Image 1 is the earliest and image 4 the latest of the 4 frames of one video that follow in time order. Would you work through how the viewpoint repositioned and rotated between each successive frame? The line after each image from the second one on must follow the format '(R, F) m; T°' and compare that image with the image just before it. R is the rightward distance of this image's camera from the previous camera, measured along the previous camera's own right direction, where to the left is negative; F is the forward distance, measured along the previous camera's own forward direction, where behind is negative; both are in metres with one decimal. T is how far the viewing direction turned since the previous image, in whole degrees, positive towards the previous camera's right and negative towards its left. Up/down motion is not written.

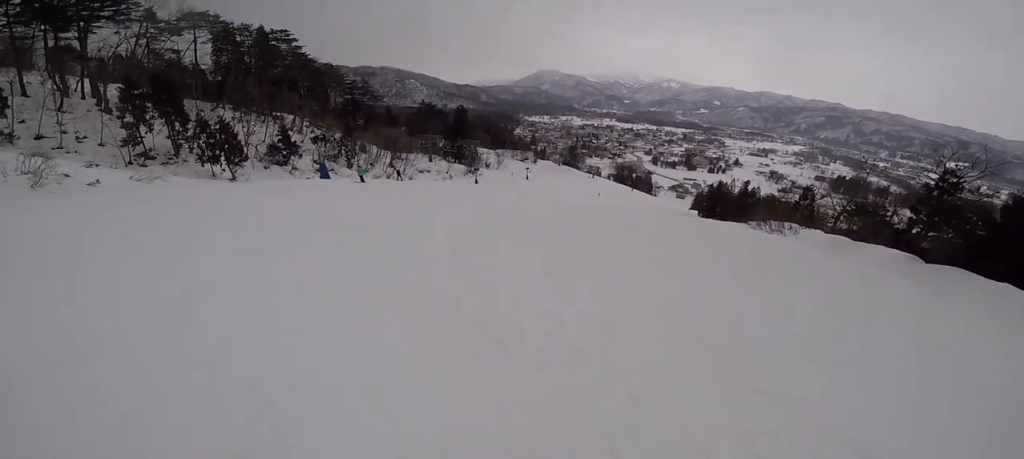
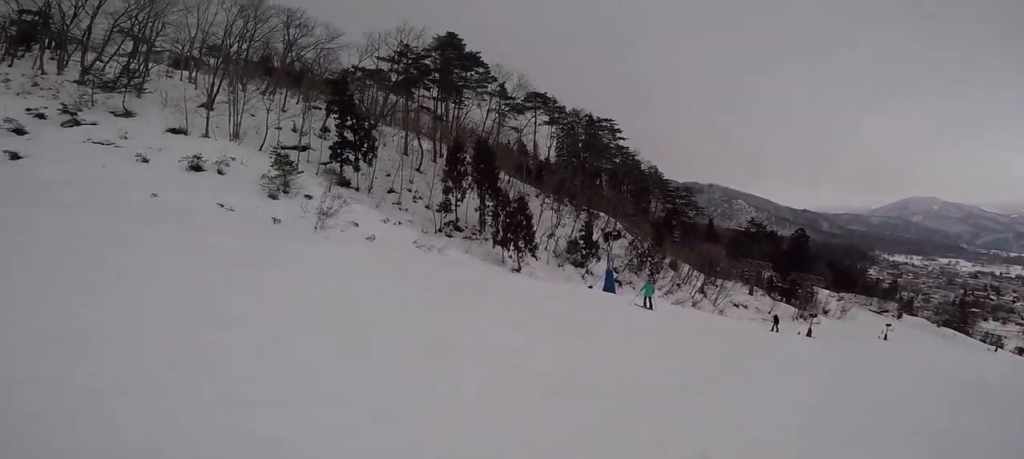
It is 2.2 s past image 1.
(-2.9, +9.3) m; -29°
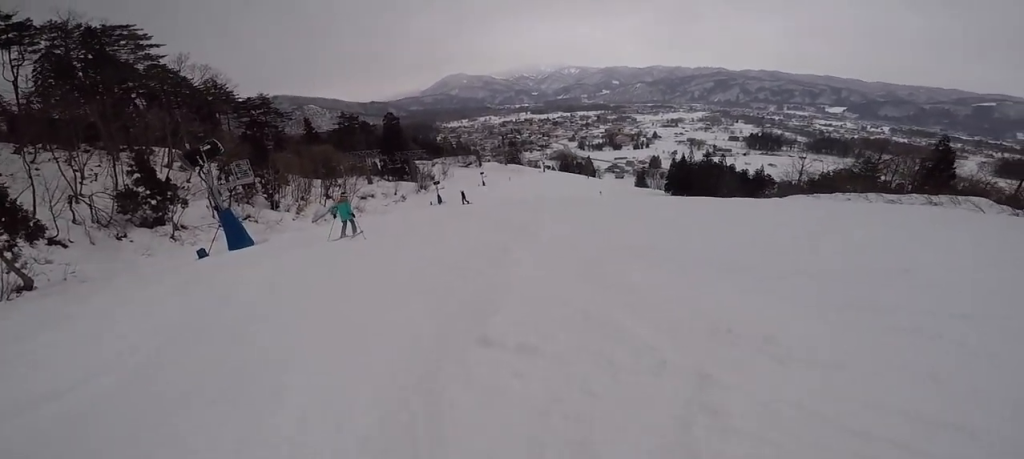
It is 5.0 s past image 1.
(+4.0, +10.1) m; +67°
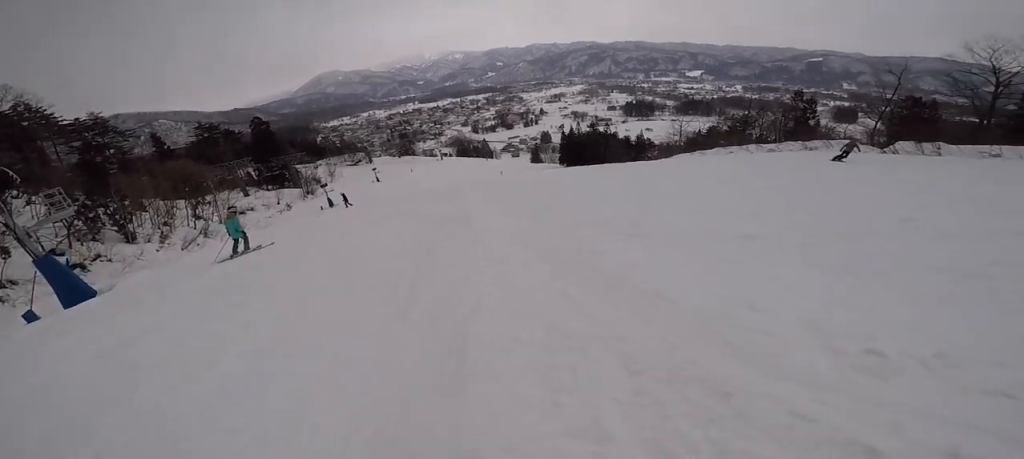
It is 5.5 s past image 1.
(-0.3, +1.8) m; +20°
